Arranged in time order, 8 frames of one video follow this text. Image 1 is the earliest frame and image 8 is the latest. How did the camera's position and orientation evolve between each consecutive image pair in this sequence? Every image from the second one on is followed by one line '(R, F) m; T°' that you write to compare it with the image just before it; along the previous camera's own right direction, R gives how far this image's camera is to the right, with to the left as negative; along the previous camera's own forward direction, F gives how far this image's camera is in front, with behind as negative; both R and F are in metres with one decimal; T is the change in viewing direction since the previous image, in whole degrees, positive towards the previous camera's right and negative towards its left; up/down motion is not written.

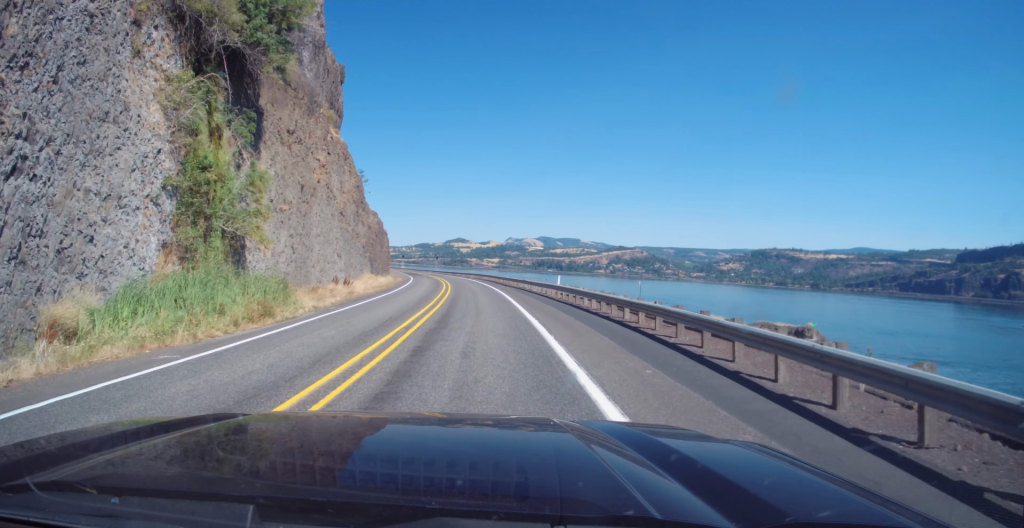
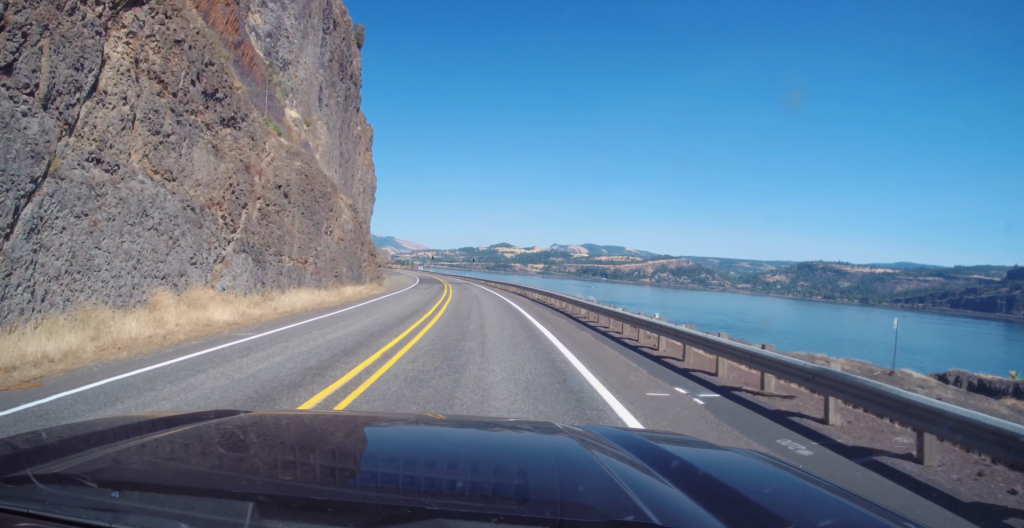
(-1.6, +41.2) m; -3°
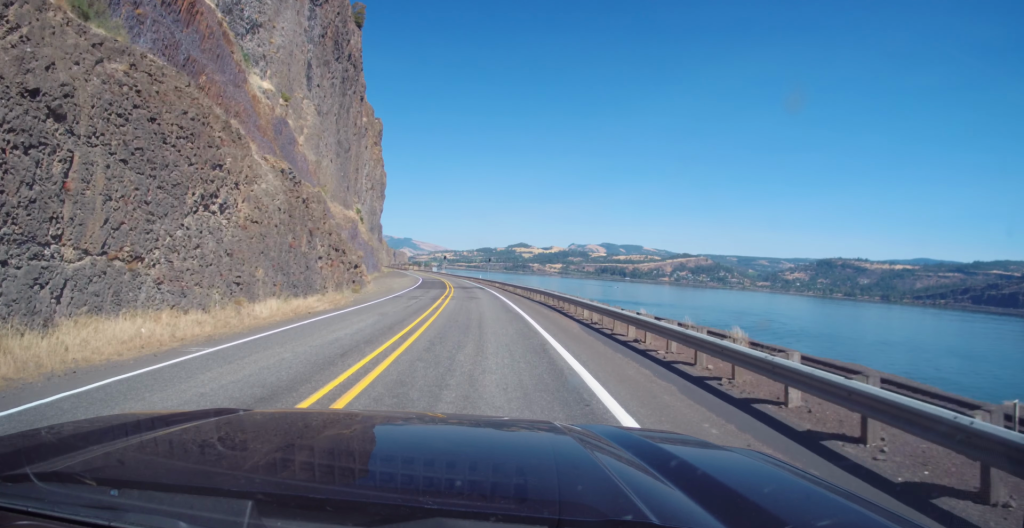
(+0.1, +18.6) m; -1°
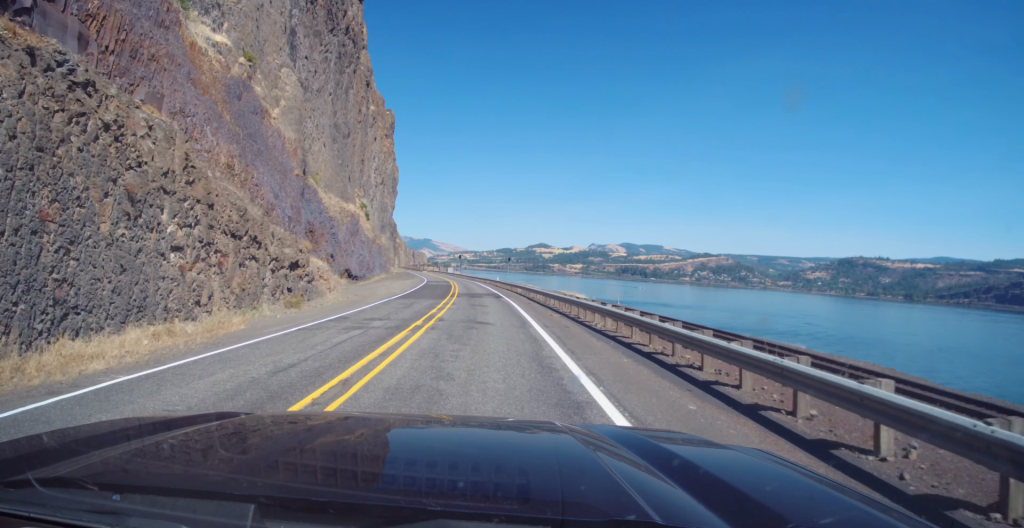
(-0.4, +19.1) m; -2°
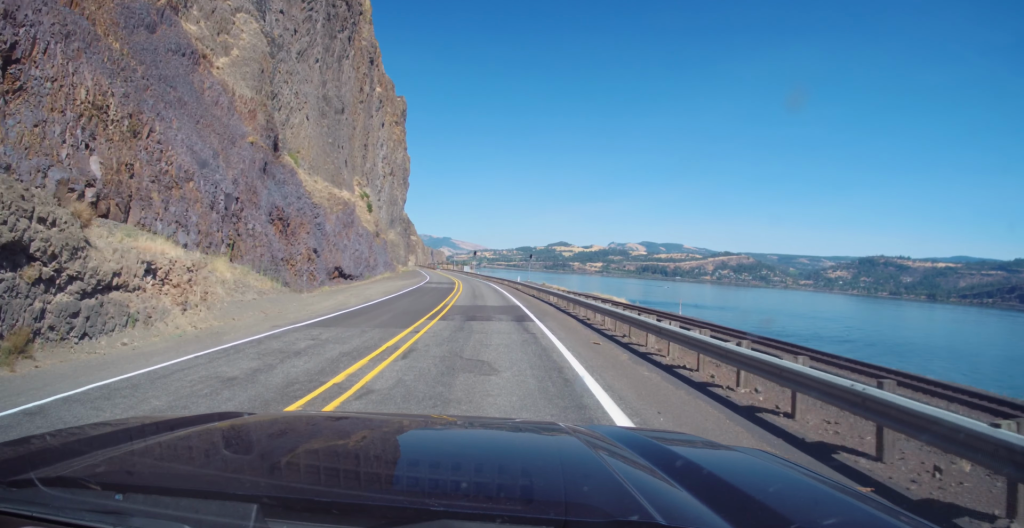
(-0.4, +20.5) m; -2°
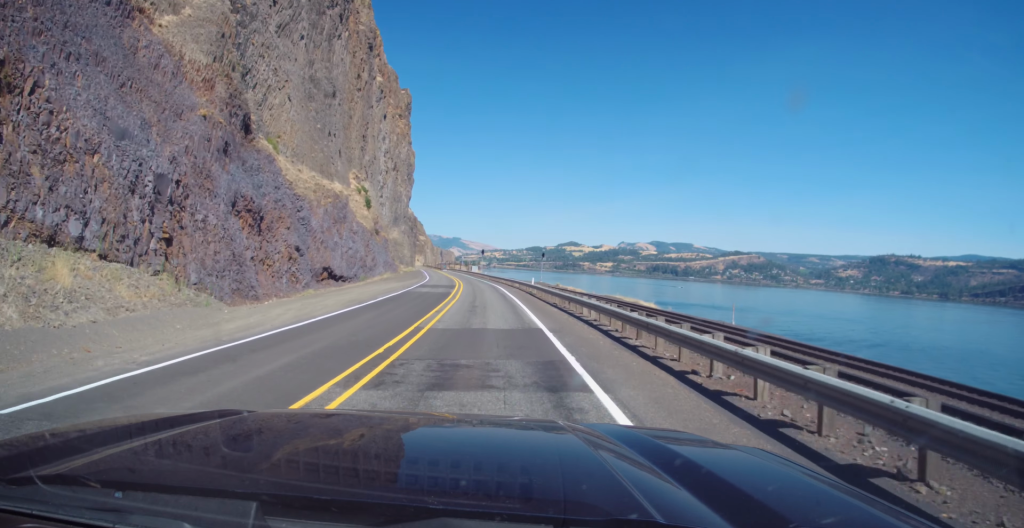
(0.0, +12.3) m; -1°
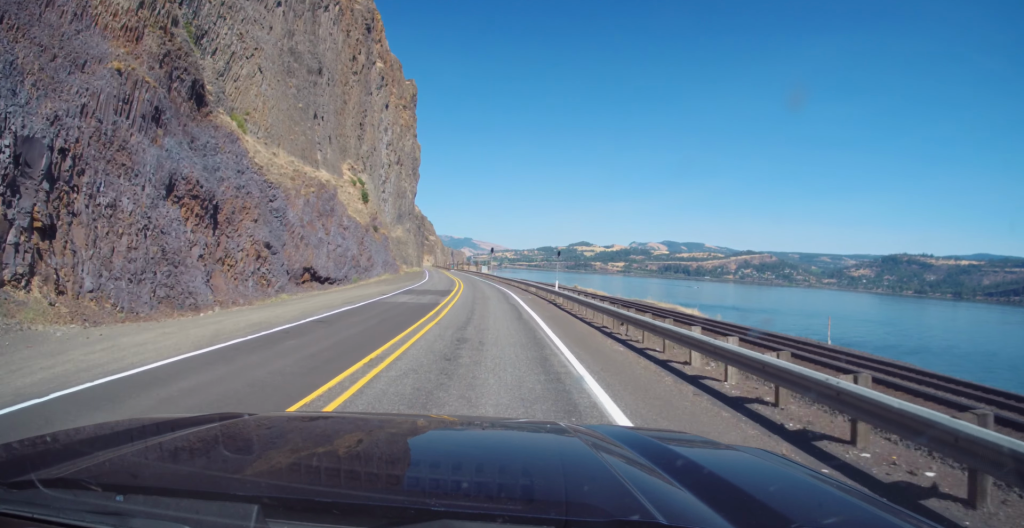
(-0.2, +14.3) m; -1°
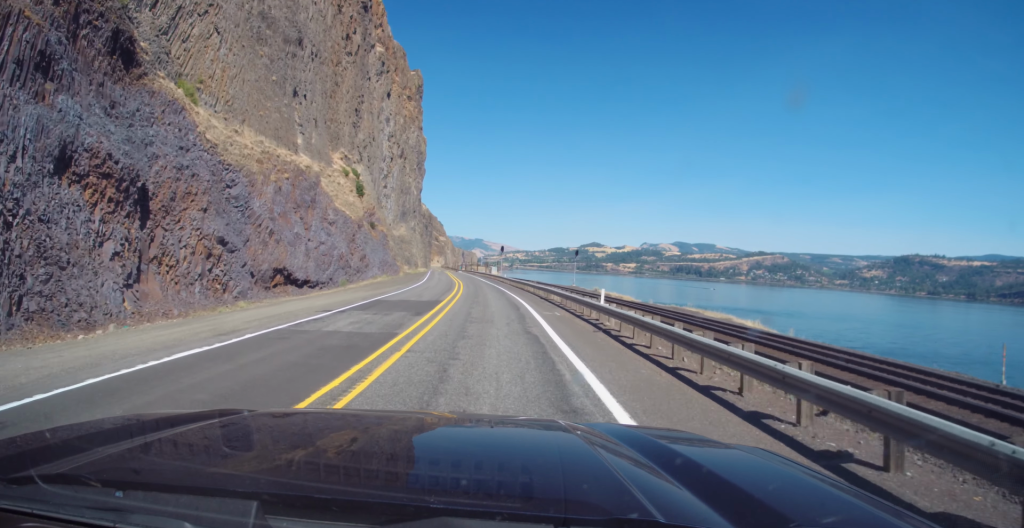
(-0.1, +13.9) m; -1°
